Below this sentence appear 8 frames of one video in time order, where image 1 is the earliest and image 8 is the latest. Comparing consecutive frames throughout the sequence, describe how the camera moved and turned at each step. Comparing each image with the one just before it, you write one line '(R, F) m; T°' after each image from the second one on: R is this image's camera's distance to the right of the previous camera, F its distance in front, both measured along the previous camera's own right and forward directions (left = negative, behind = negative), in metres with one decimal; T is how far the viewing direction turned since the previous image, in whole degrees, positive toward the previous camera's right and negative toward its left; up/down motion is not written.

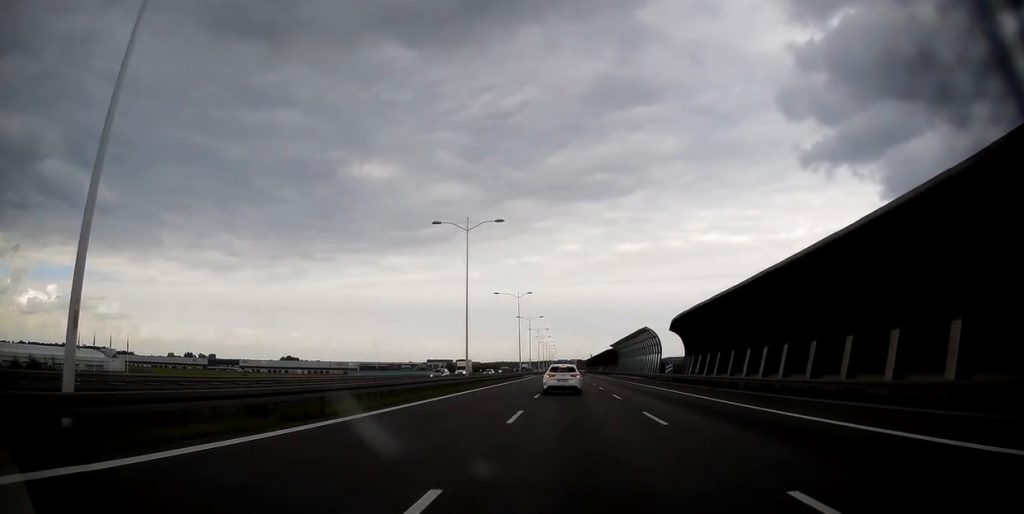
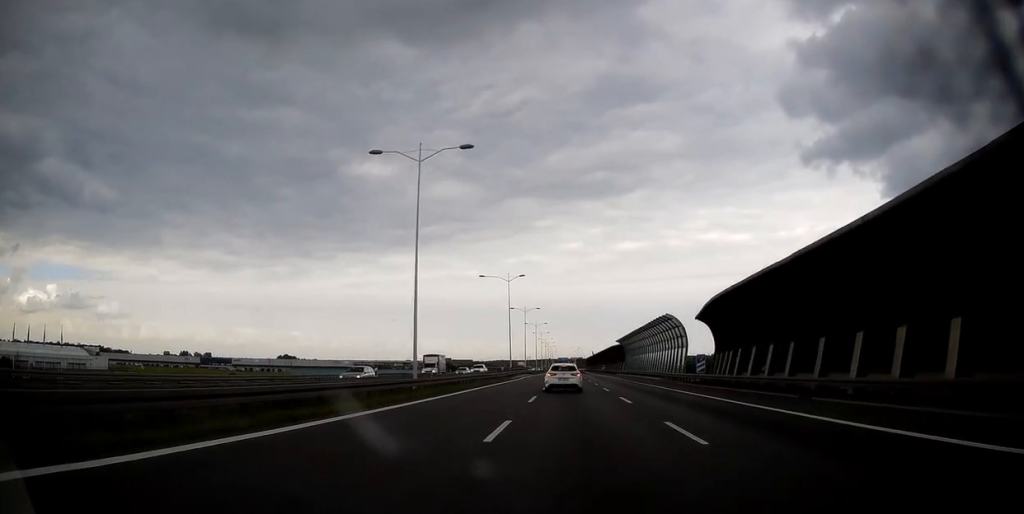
(0.0, +15.9) m; 0°
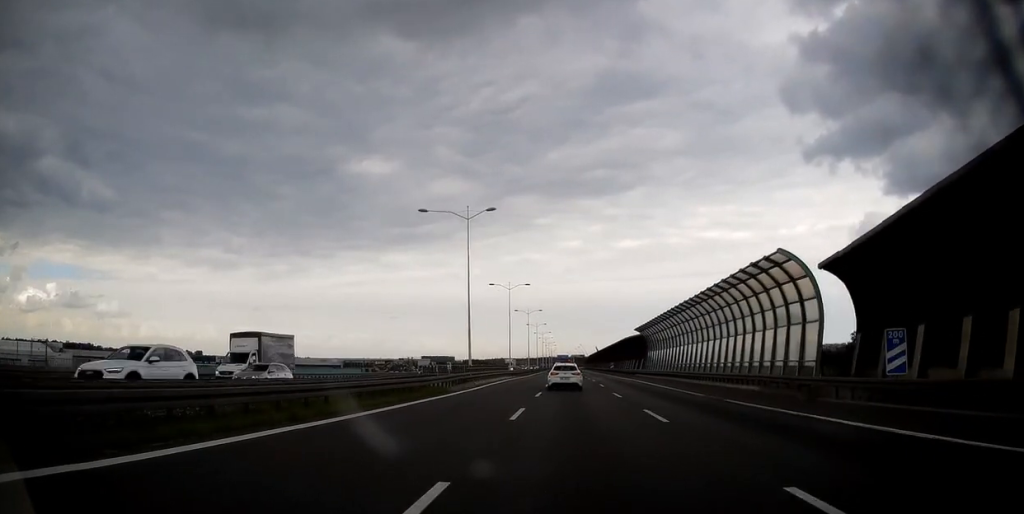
(+0.1, +31.8) m; 0°
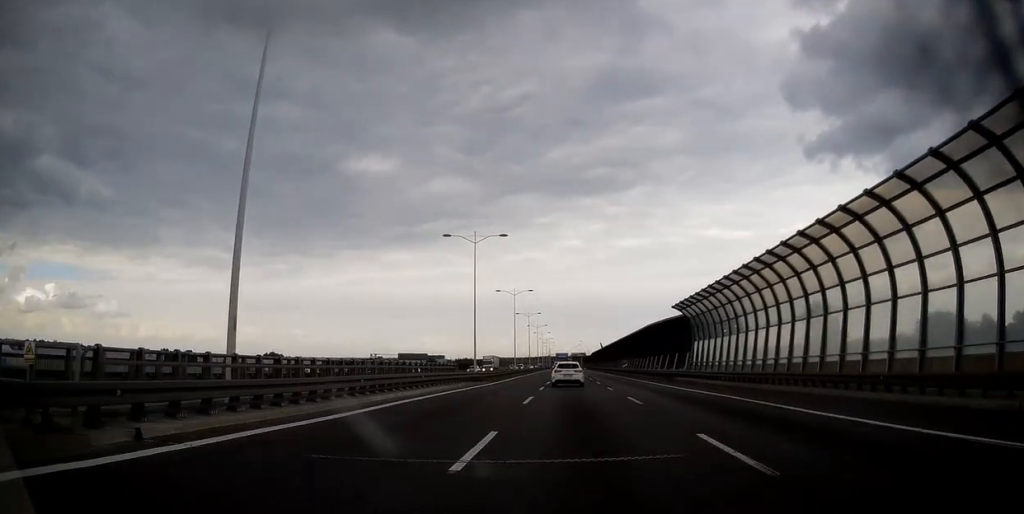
(-0.1, +31.7) m; 0°
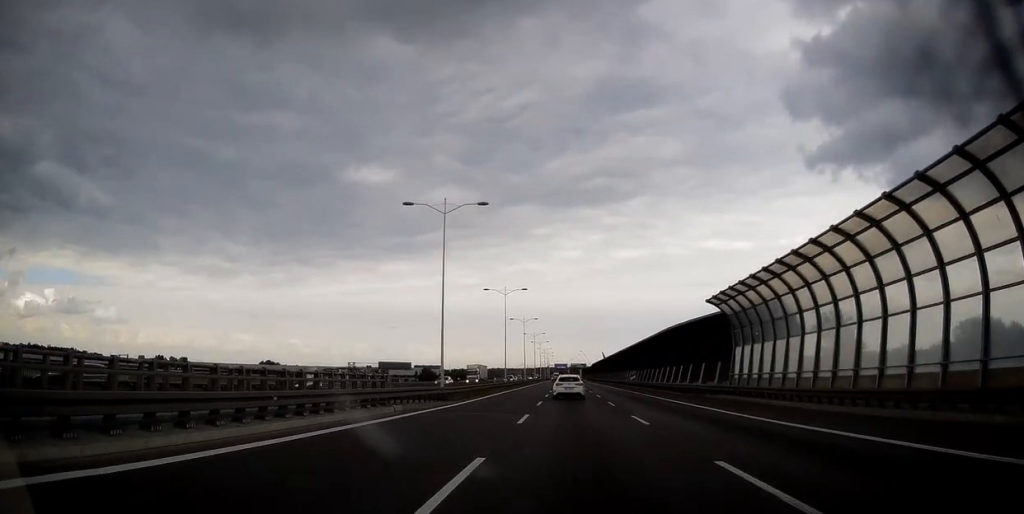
(0.0, +13.7) m; 0°
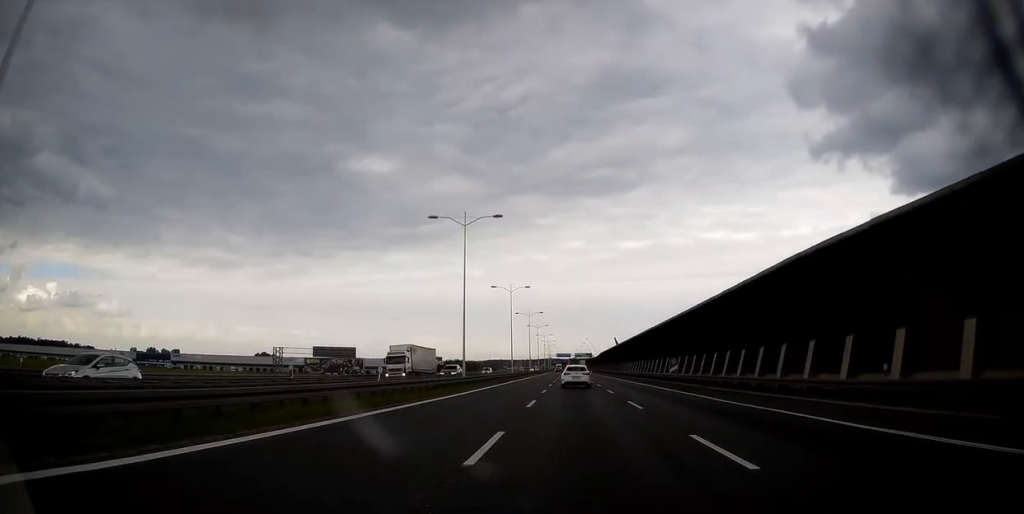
(+0.1, +33.6) m; 0°
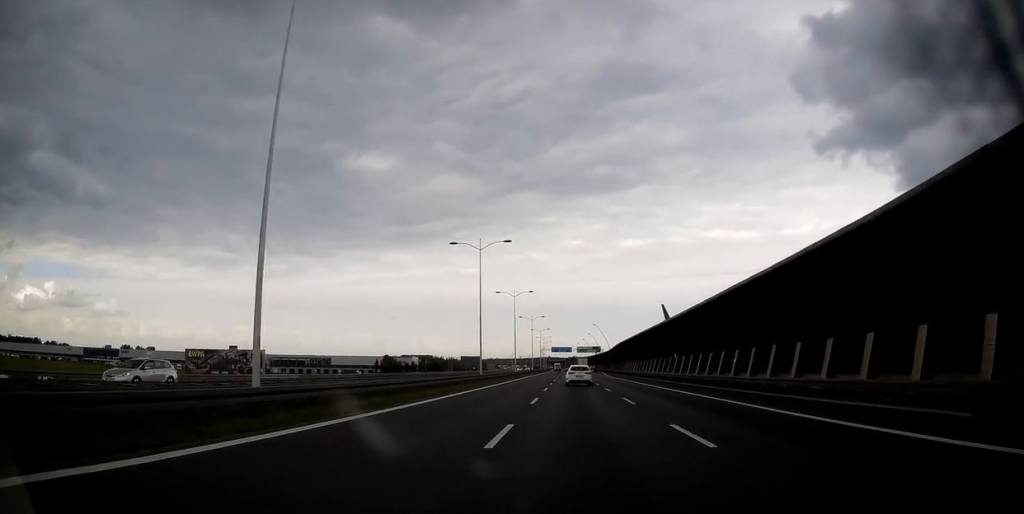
(-0.2, +69.1) m; 0°
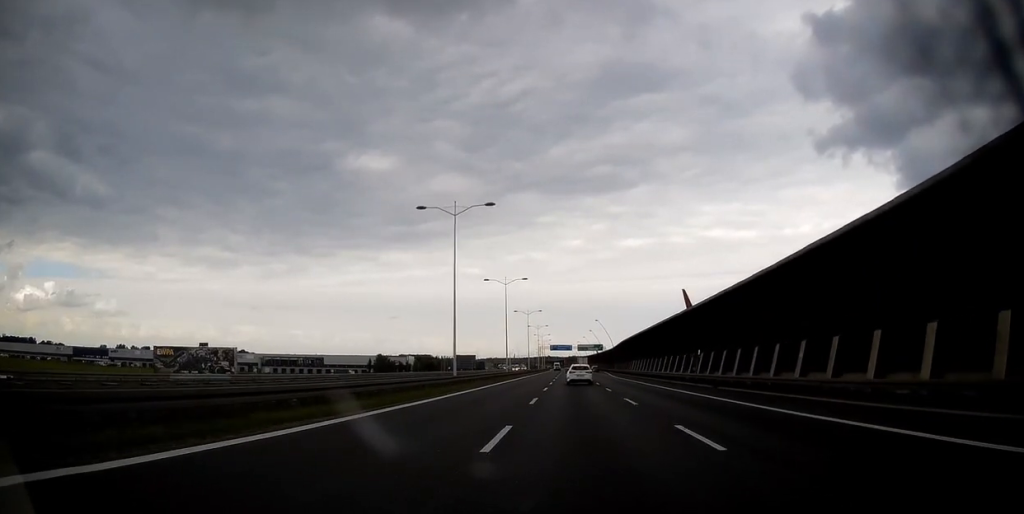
(0.0, +12.6) m; 0°
